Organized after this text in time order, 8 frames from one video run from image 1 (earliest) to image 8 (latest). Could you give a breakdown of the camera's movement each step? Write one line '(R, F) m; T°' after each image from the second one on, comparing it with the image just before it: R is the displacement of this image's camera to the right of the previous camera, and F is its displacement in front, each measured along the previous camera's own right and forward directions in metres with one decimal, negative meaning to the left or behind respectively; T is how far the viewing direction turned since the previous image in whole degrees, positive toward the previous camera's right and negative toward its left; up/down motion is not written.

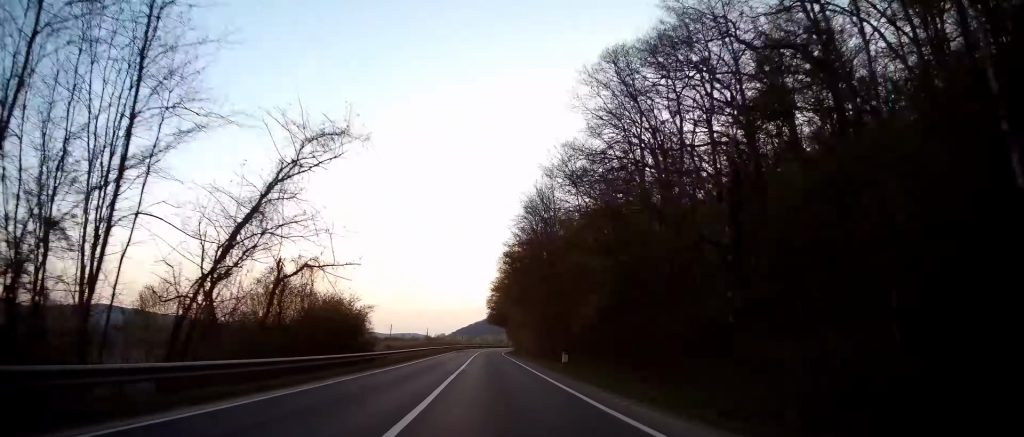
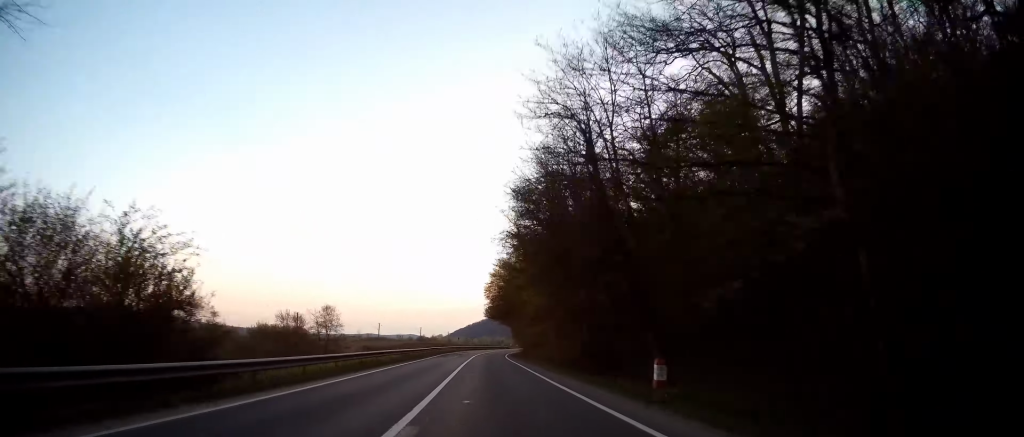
(0.0, +21.4) m; +1°
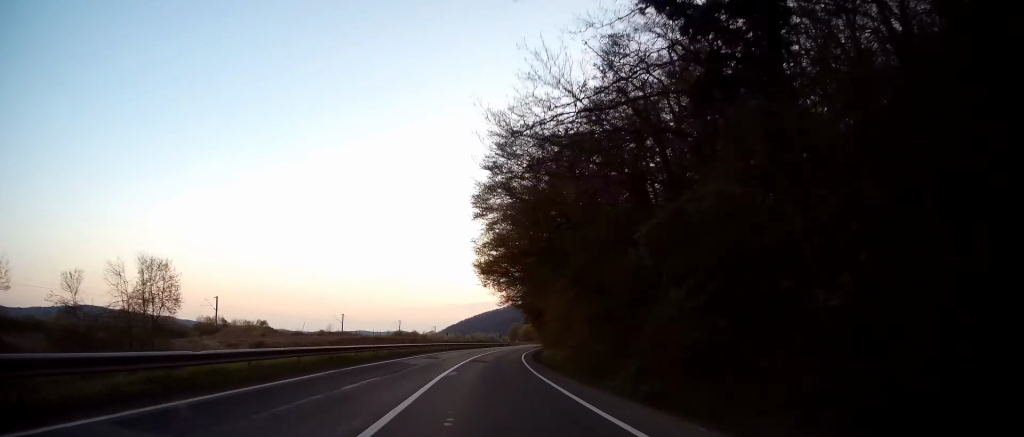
(+0.7, +44.4) m; +1°
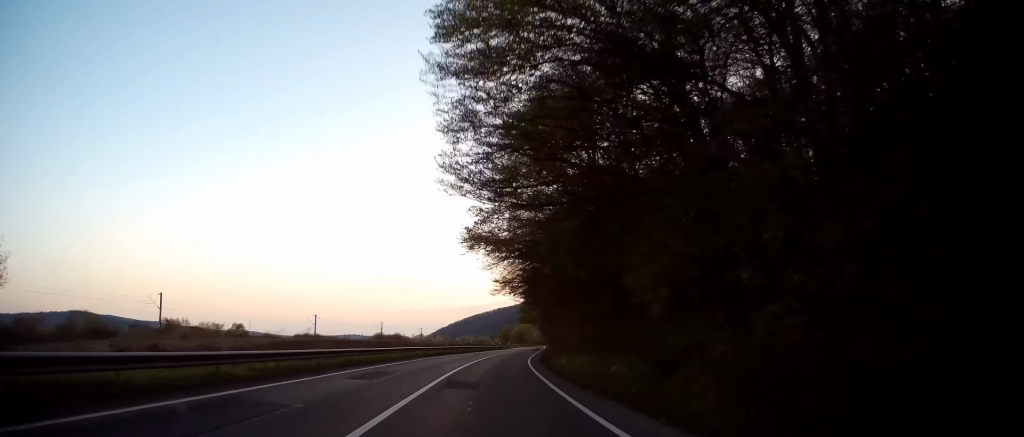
(-0.5, +17.4) m; +1°
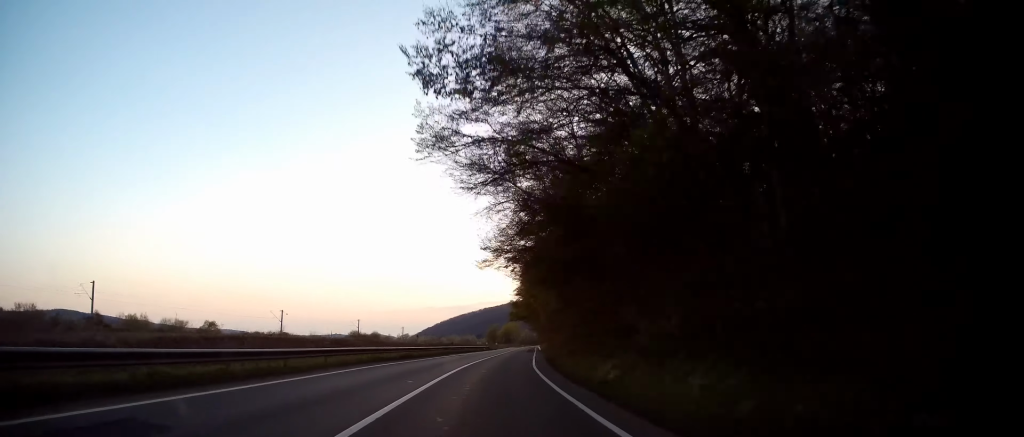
(+0.2, +15.4) m; +1°
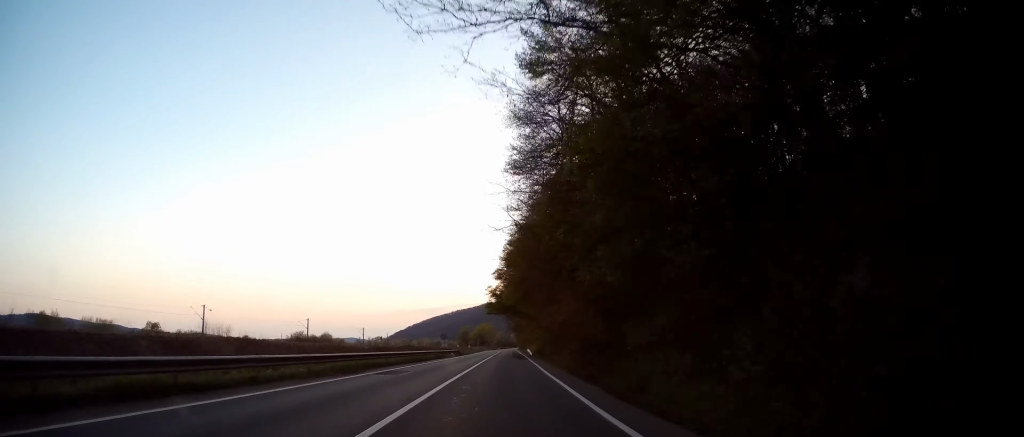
(+0.9, +27.0) m; +3°
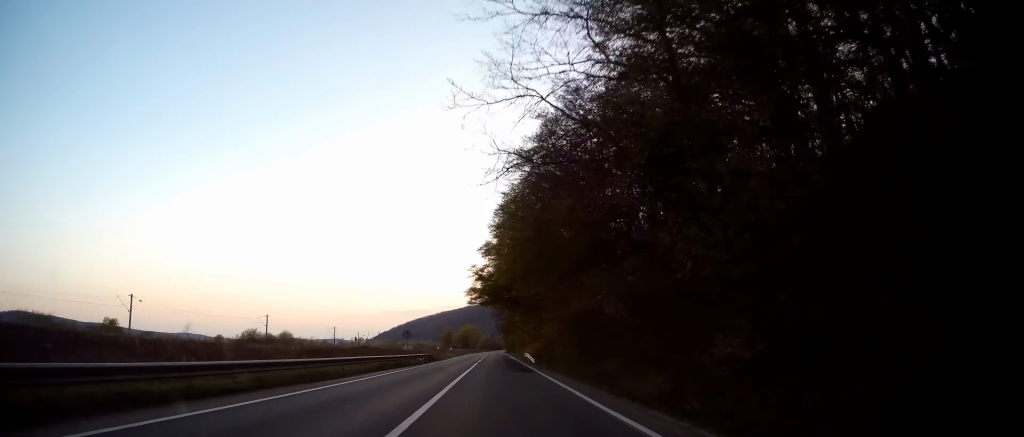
(+0.2, +19.6) m; +2°
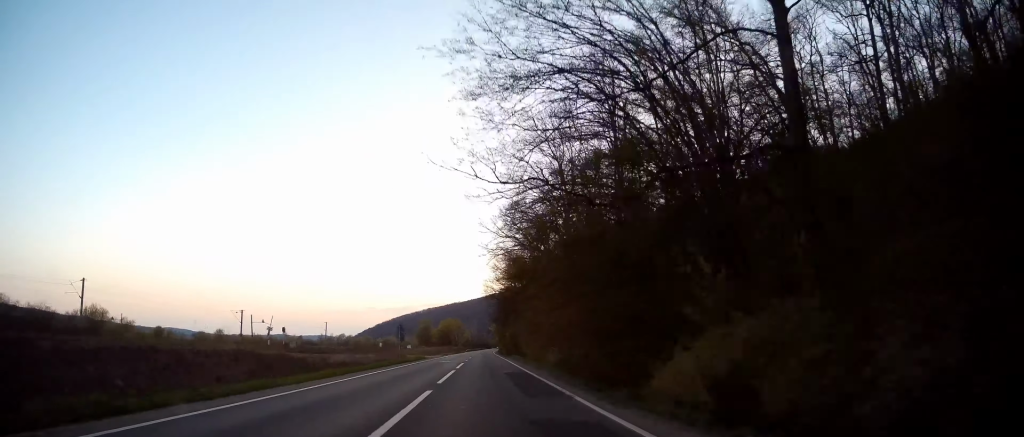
(+1.9, +63.5) m; +3°
